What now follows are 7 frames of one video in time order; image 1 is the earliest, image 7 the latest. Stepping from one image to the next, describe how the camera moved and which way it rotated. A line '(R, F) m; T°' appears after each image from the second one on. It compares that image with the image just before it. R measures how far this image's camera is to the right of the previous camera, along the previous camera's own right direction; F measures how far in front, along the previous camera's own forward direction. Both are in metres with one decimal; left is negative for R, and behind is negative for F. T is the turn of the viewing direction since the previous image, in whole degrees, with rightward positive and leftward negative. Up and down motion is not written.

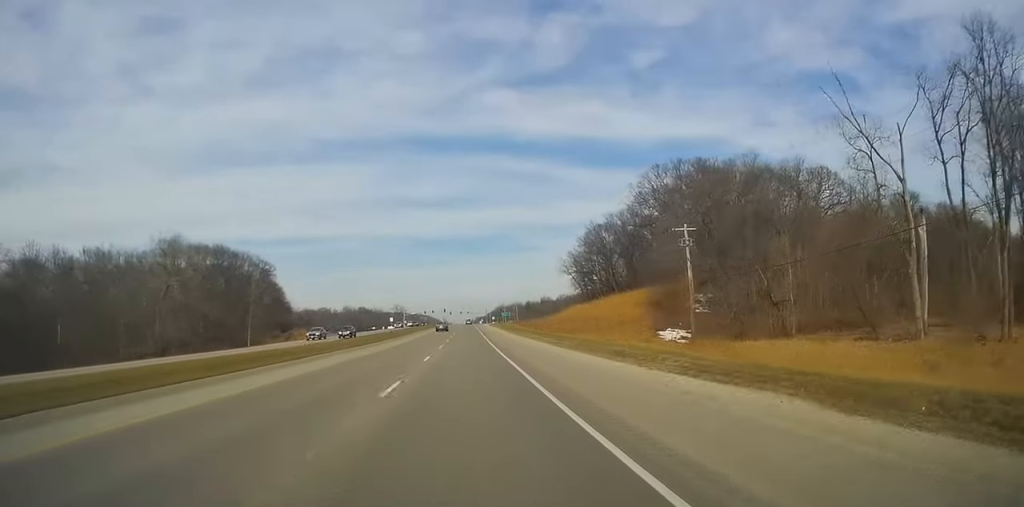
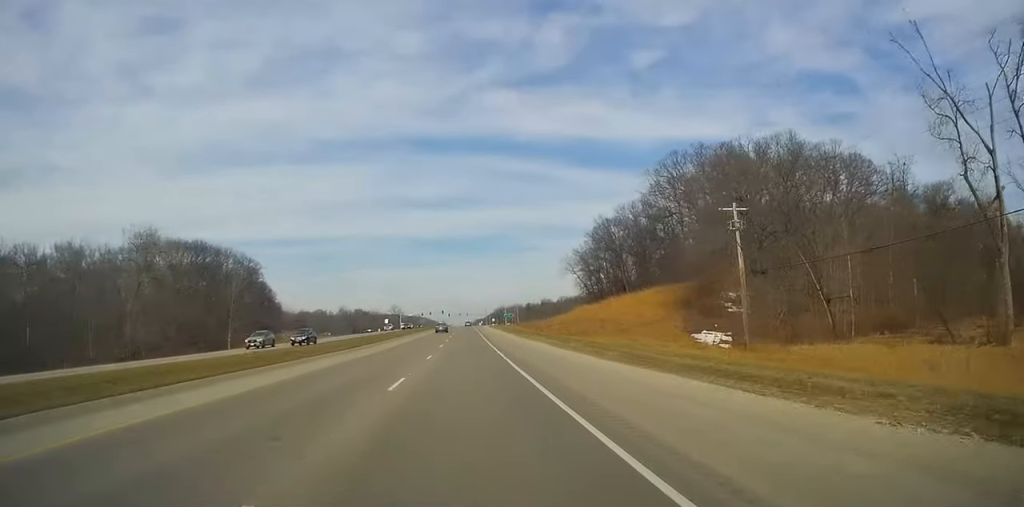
(+0.1, +10.9) m; +1°
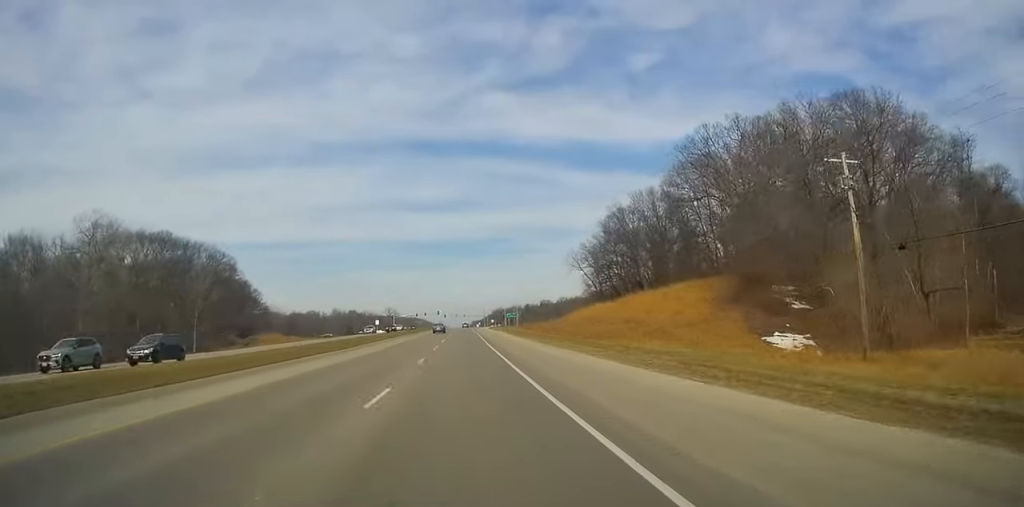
(+0.3, +15.4) m; +1°
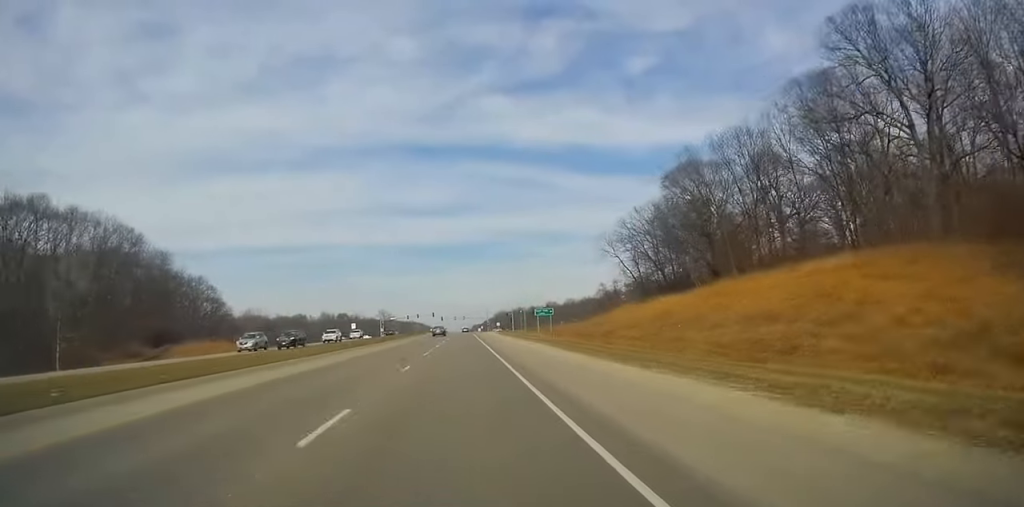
(0.0, +40.3) m; -1°
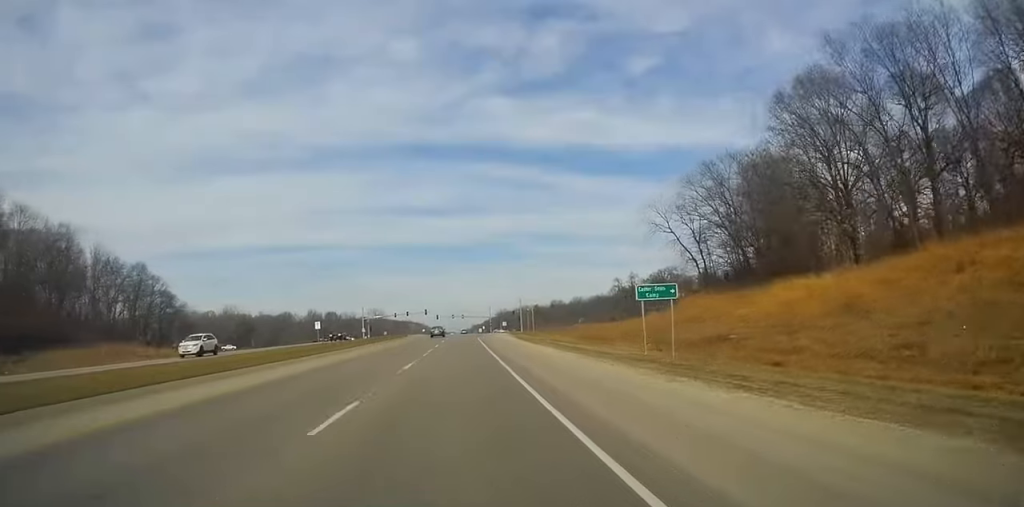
(-0.8, +37.4) m; -1°
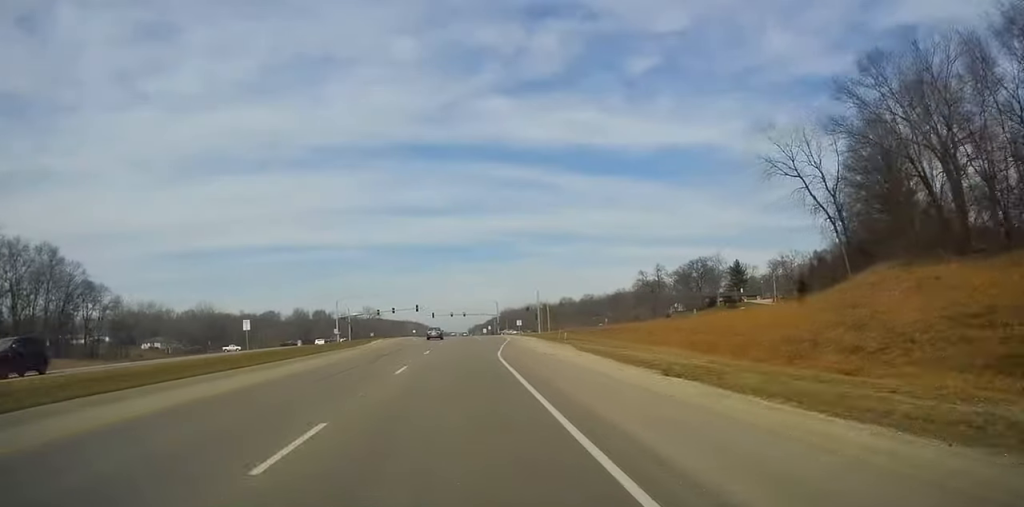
(+1.1, +40.2) m; +2°
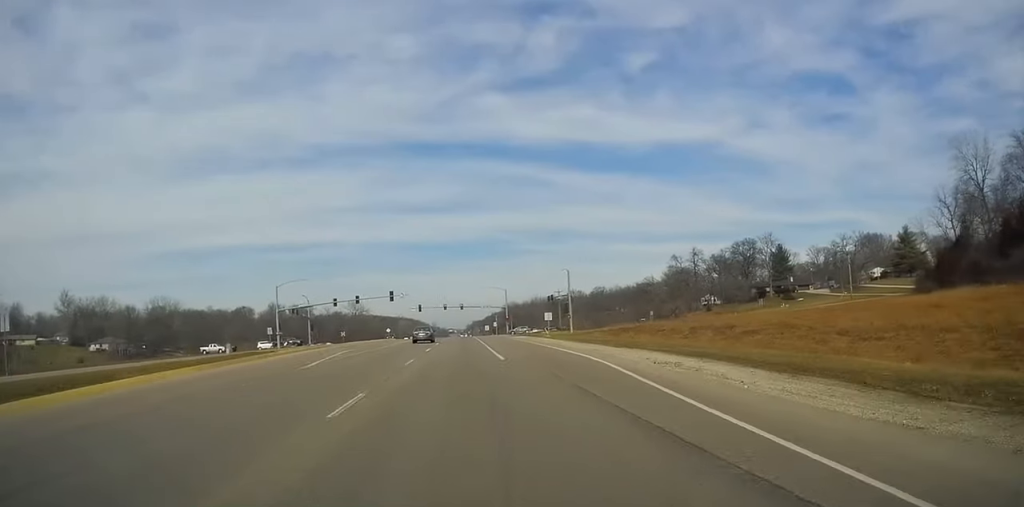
(-1.2, +46.9) m; -1°
